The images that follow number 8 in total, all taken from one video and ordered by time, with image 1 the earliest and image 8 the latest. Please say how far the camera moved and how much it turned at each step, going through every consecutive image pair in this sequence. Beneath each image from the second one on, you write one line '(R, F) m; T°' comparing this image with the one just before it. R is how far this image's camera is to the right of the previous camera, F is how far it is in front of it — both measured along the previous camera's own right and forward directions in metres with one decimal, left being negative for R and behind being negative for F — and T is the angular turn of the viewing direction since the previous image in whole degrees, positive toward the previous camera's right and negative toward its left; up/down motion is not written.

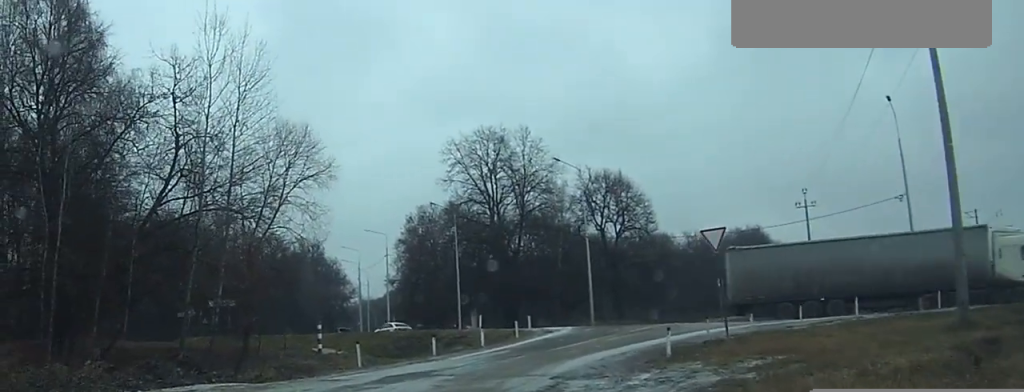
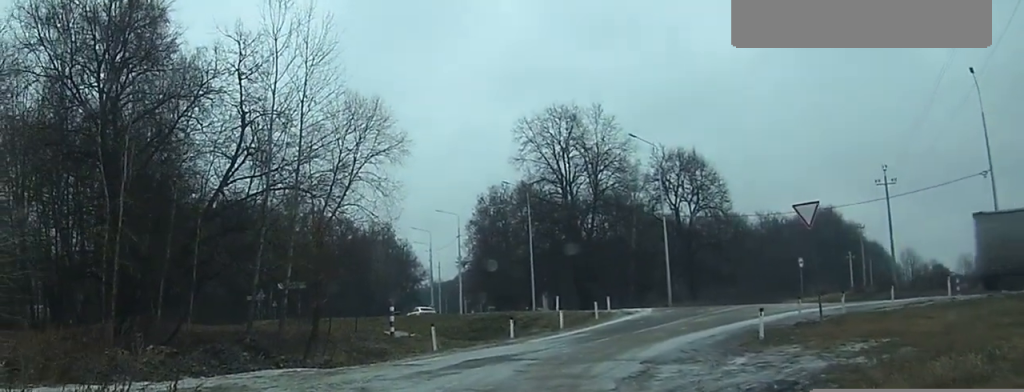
(-0.1, +2.3) m; -4°
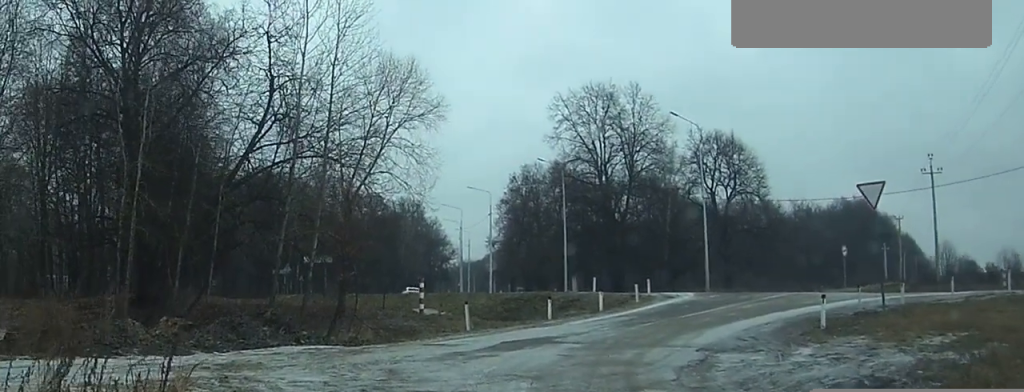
(0.0, +3.1) m; -1°
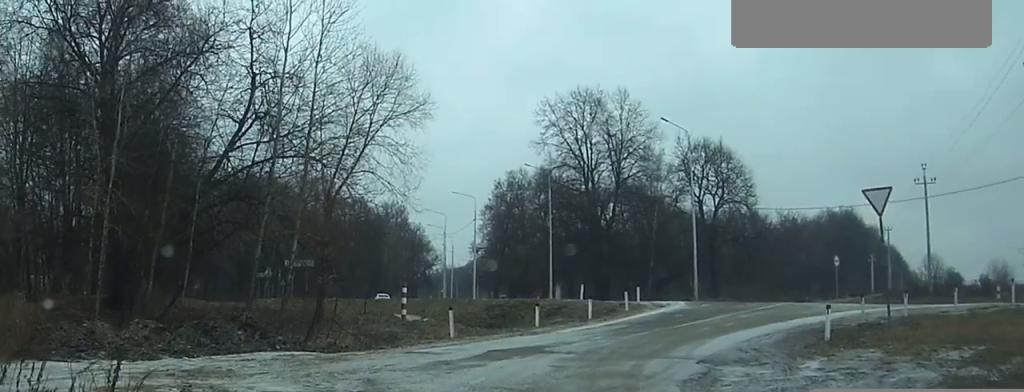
(0.0, +1.8) m; -1°
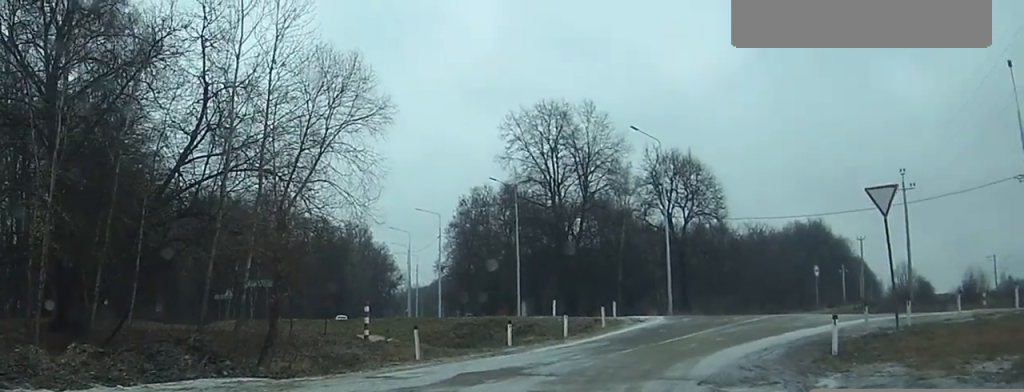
(-0.1, +2.7) m; +5°
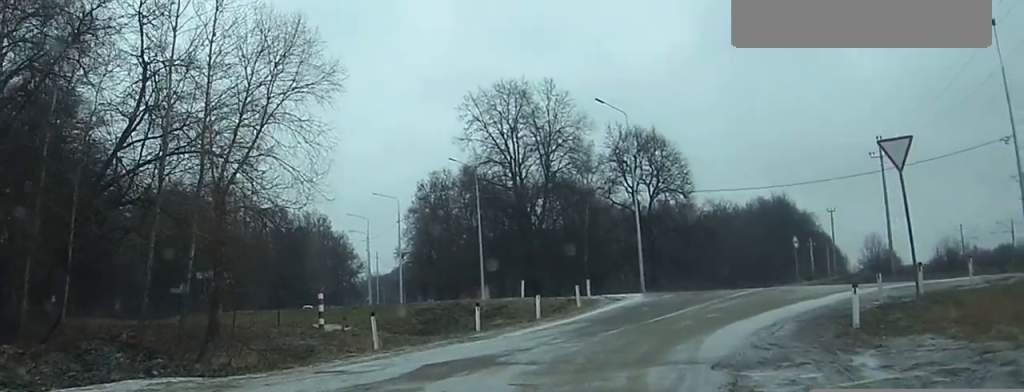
(+0.3, +2.5) m; +5°
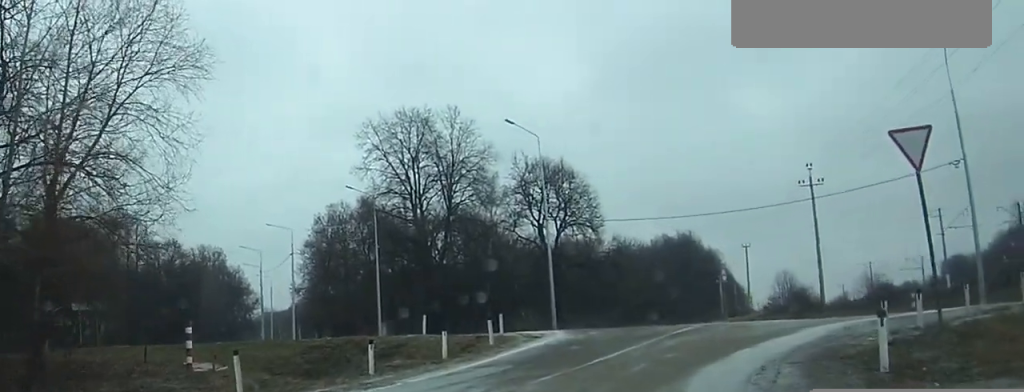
(+0.1, +4.1) m; +7°
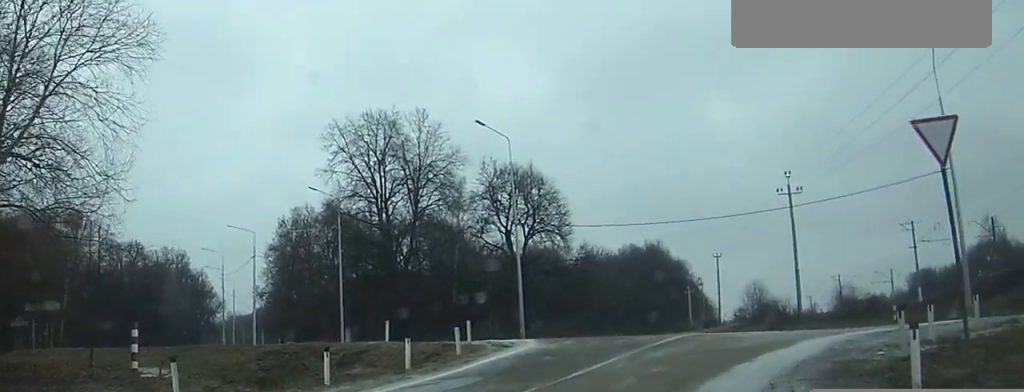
(+0.1, +1.5) m; +3°
